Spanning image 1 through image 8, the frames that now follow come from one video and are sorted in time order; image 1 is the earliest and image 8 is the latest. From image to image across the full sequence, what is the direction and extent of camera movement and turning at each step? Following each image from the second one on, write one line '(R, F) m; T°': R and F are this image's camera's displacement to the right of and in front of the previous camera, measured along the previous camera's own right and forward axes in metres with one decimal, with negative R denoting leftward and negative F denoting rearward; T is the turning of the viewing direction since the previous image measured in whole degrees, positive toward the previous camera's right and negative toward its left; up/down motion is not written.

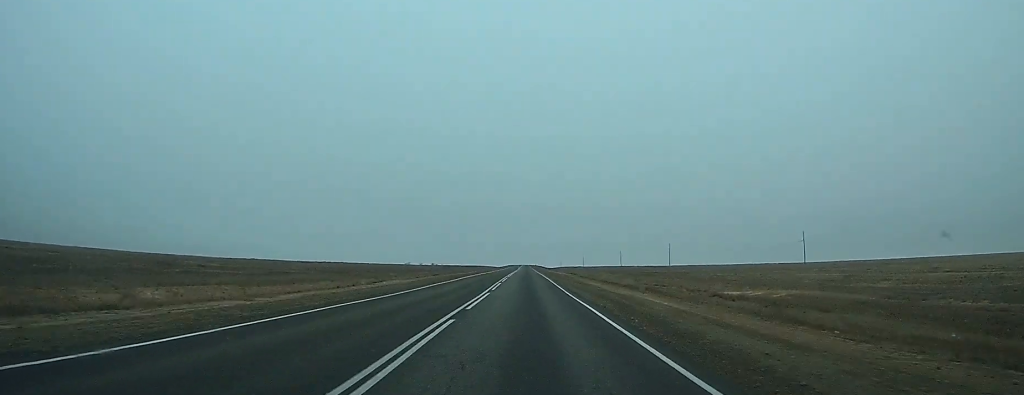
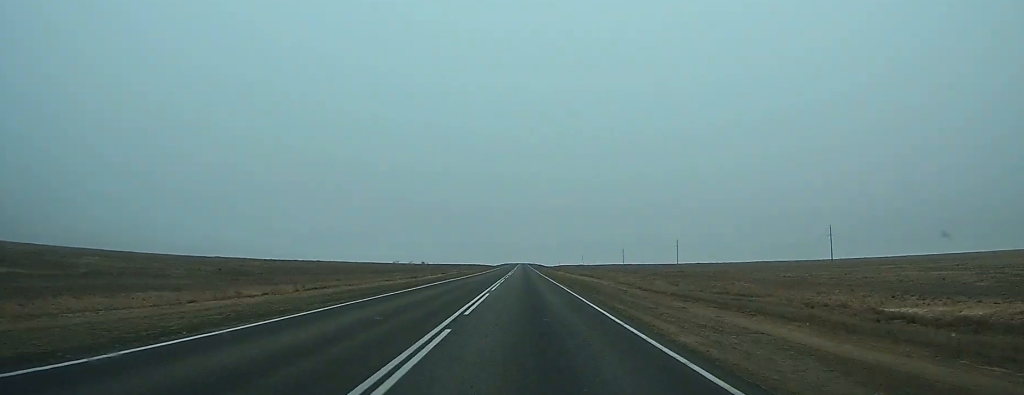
(+0.1, +36.7) m; 0°
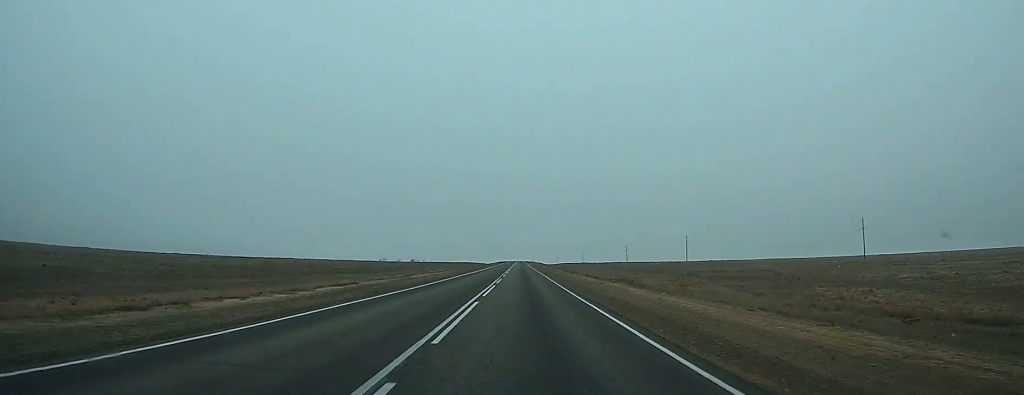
(0.0, +39.0) m; 0°
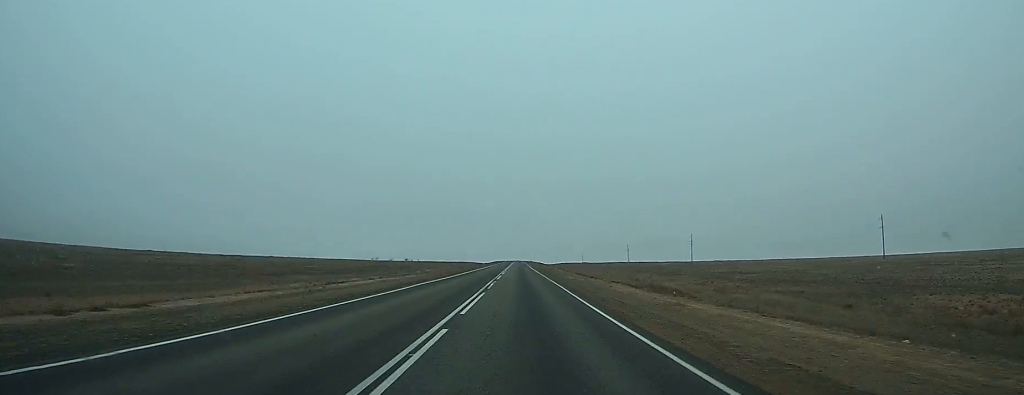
(+0.1, +19.9) m; 0°
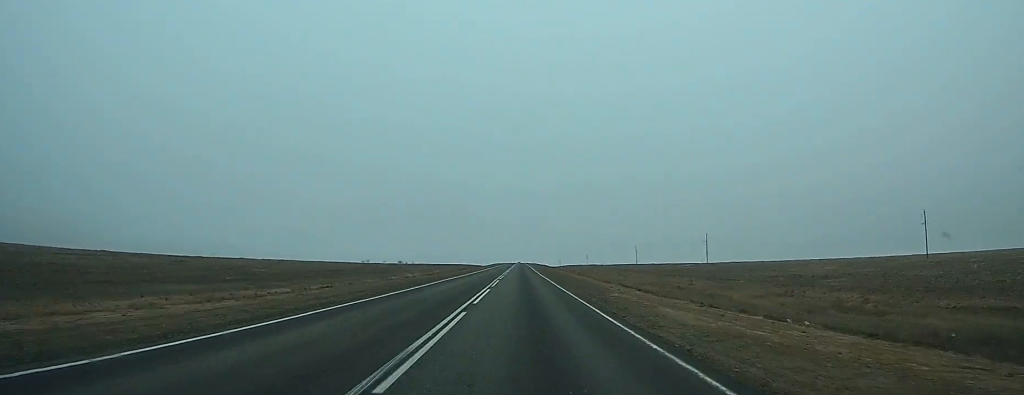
(+0.1, +33.4) m; 0°
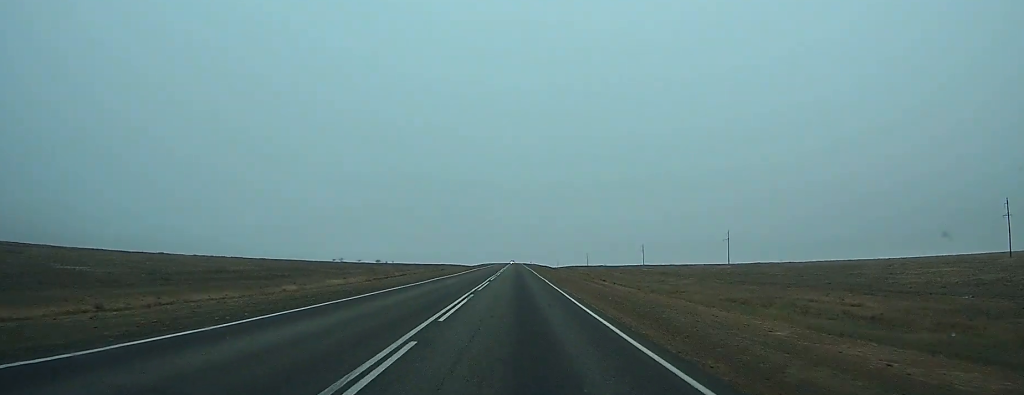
(-0.2, +53.6) m; 0°
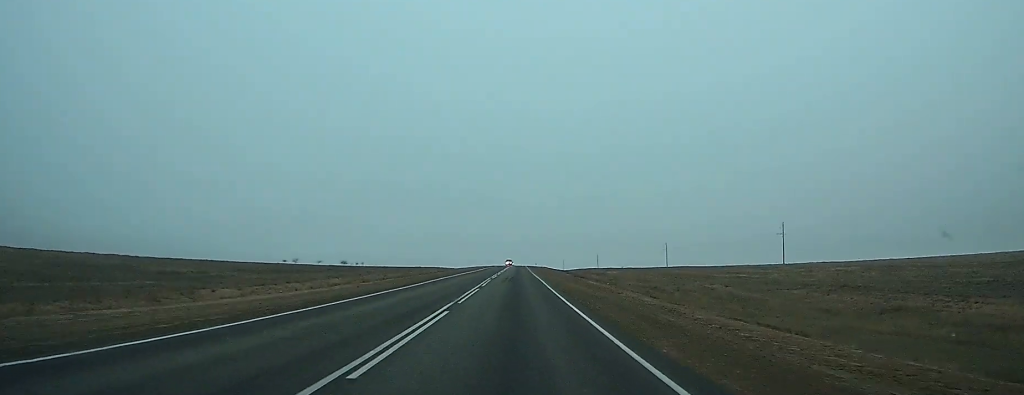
(0.0, +75.4) m; 0°
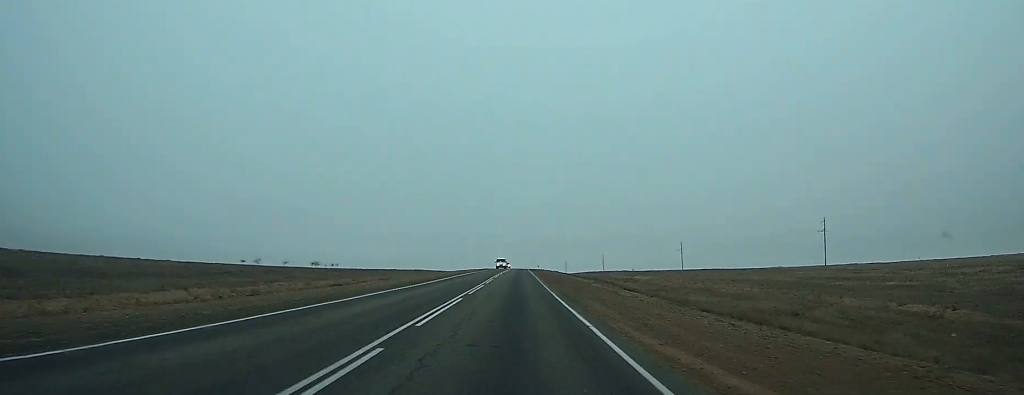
(0.0, +44.7) m; 0°
